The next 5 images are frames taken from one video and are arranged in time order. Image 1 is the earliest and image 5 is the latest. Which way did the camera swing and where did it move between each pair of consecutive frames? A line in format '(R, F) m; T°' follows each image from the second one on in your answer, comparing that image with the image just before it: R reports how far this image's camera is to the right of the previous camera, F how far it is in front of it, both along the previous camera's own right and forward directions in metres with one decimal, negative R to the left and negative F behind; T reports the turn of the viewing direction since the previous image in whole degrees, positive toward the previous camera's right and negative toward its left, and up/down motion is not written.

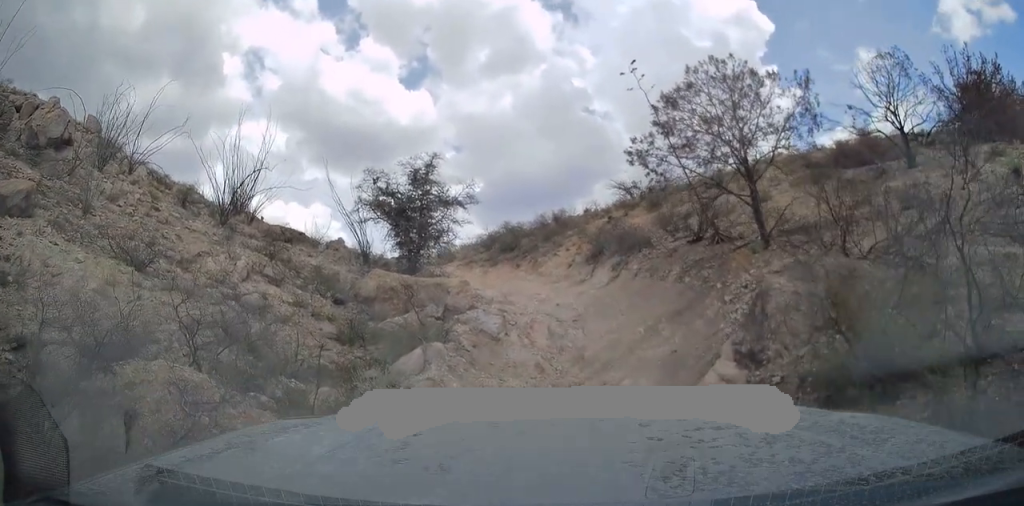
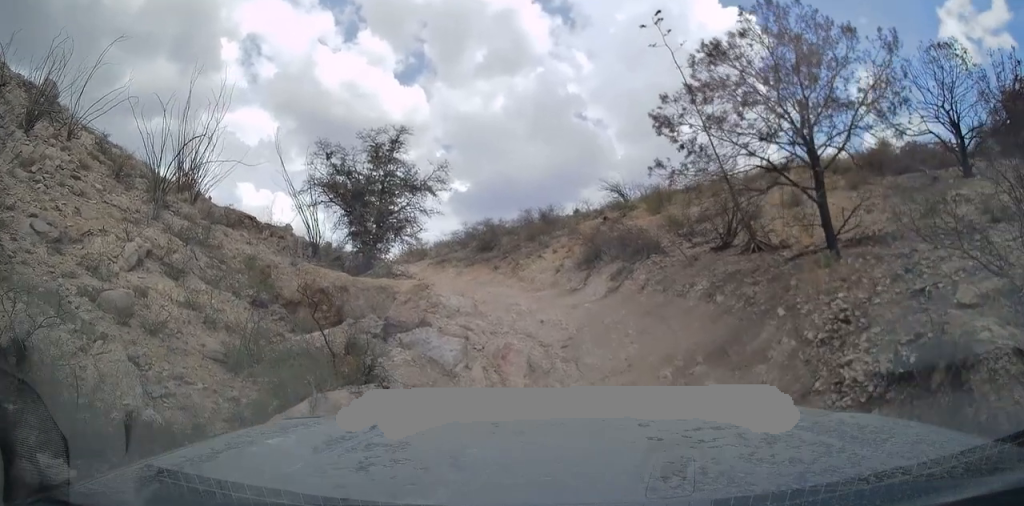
(0.0, +3.2) m; +6°
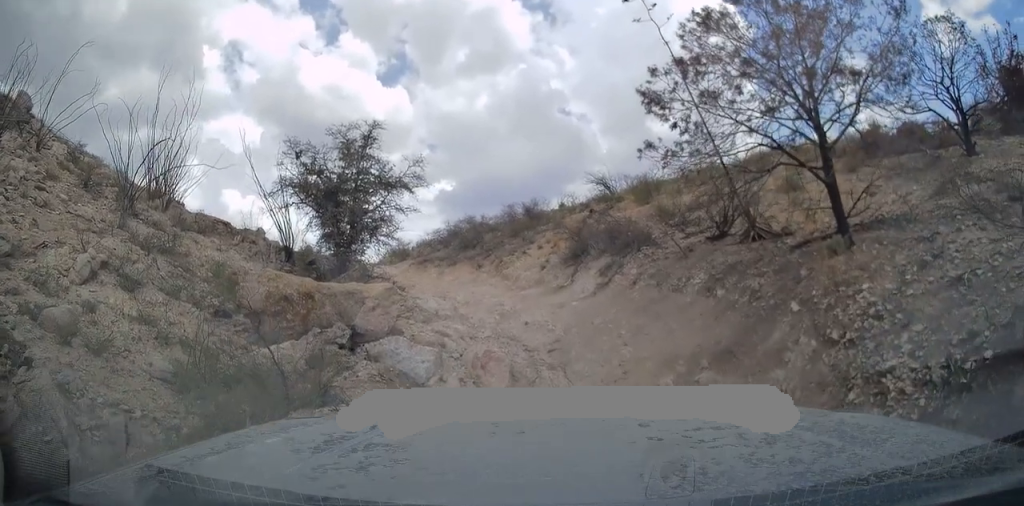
(+0.2, +1.0) m; 0°
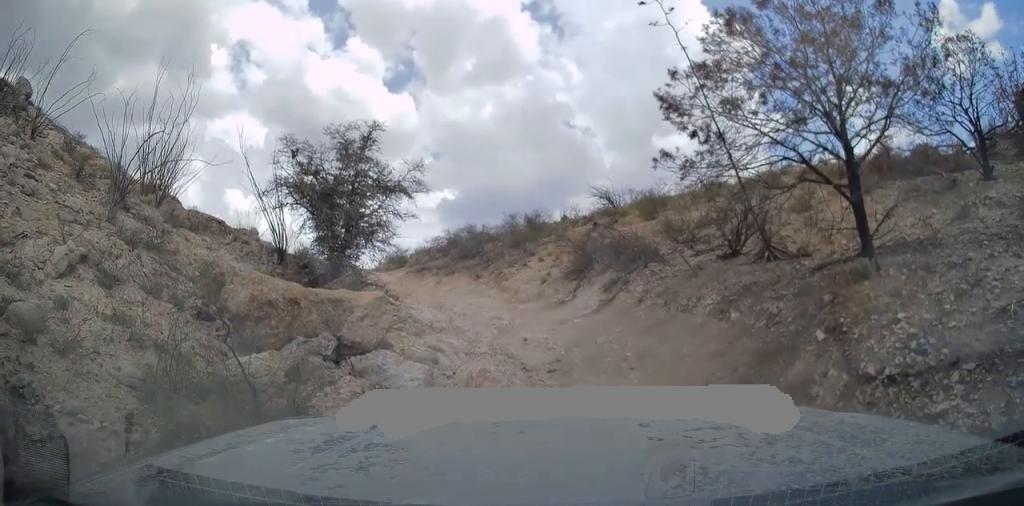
(+0.1, +0.8) m; 0°
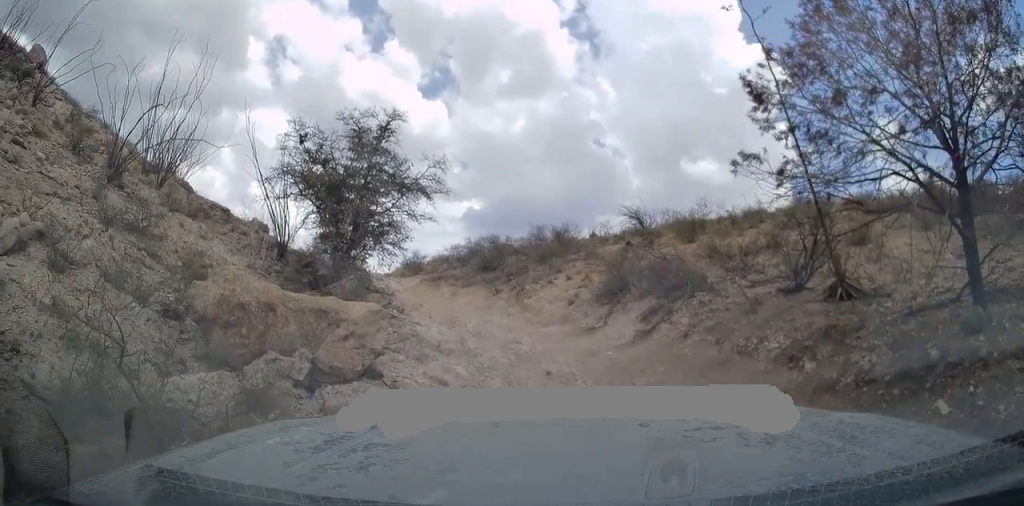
(-0.3, +2.0) m; 0°
